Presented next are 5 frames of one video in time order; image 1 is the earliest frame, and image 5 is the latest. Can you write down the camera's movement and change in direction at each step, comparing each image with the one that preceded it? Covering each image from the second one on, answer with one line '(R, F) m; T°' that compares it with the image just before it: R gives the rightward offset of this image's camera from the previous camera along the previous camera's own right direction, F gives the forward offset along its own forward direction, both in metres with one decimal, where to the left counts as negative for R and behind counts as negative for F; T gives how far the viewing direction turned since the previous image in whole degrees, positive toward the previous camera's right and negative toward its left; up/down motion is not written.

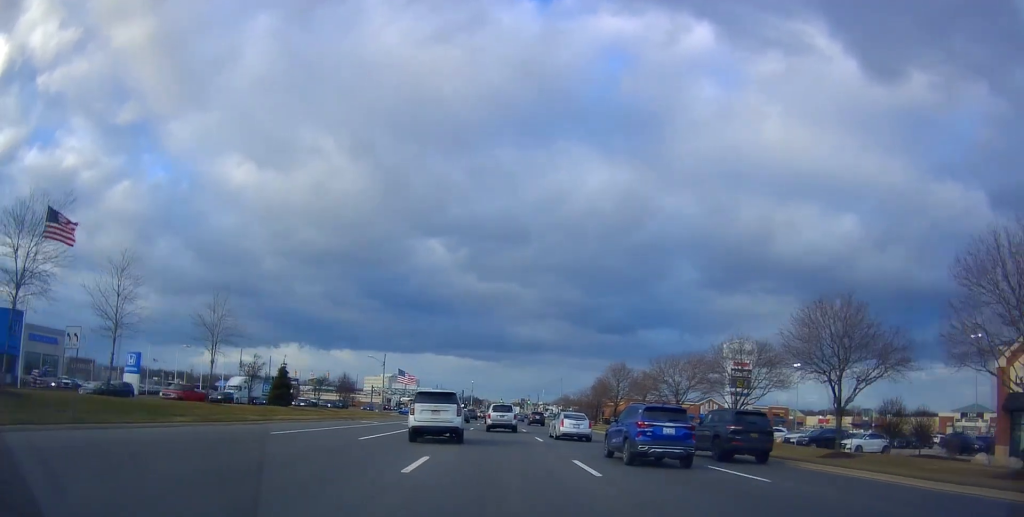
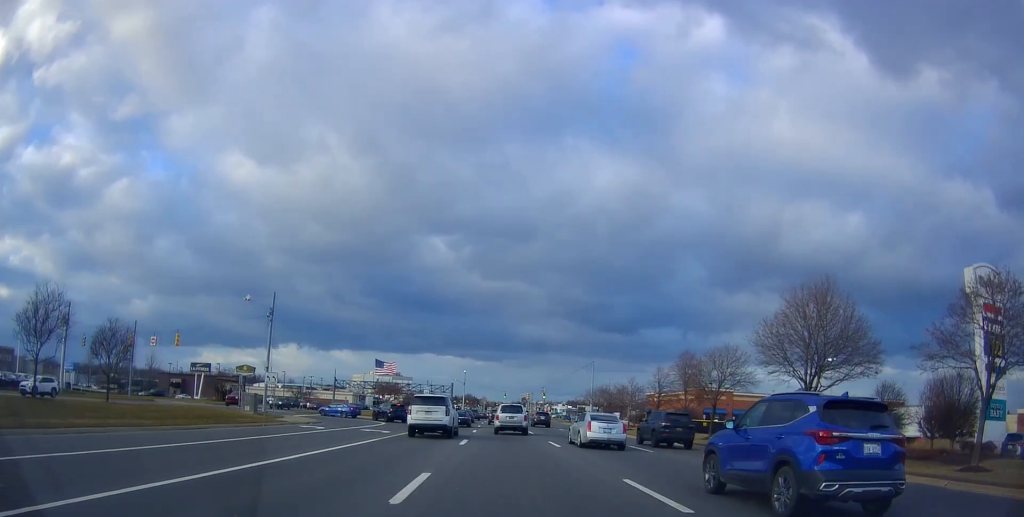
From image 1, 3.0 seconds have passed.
(-0.3, +49.9) m; 0°
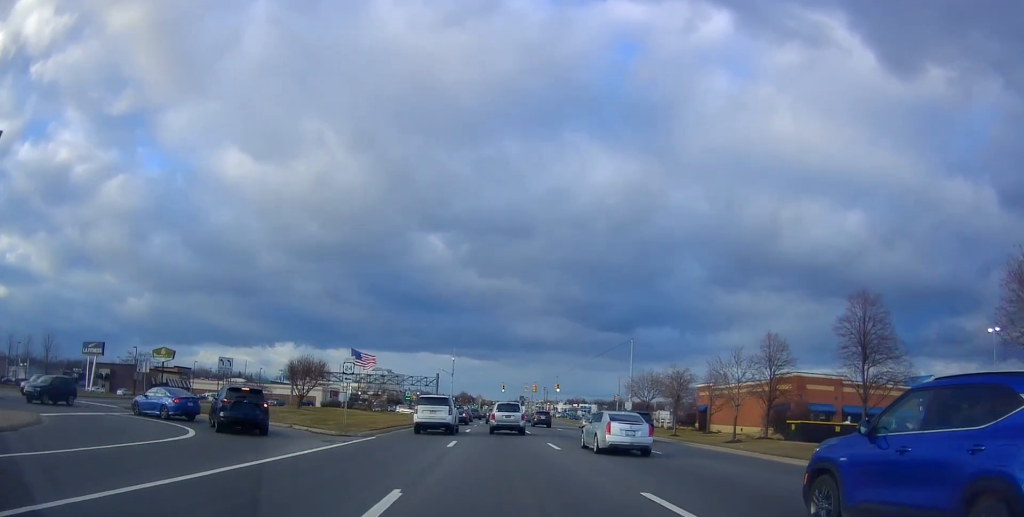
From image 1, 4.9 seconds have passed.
(+0.6, +32.3) m; +1°
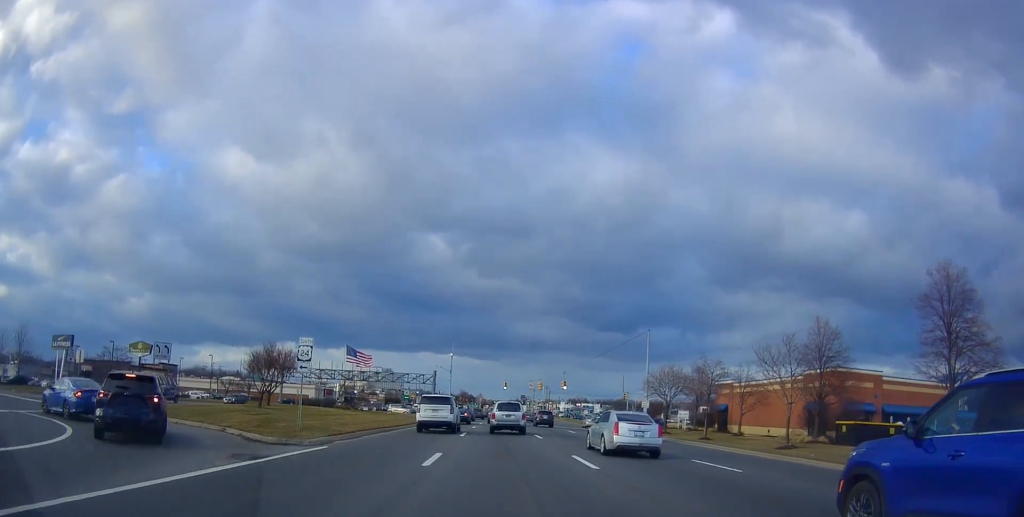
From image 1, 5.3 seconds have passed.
(+0.1, +7.4) m; +1°
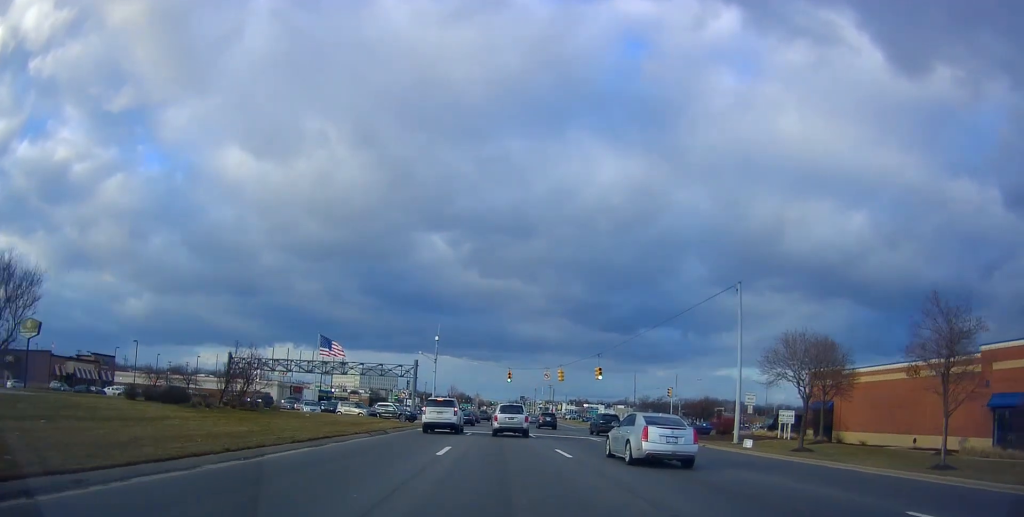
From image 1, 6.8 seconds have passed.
(+0.1, +26.1) m; -2°
